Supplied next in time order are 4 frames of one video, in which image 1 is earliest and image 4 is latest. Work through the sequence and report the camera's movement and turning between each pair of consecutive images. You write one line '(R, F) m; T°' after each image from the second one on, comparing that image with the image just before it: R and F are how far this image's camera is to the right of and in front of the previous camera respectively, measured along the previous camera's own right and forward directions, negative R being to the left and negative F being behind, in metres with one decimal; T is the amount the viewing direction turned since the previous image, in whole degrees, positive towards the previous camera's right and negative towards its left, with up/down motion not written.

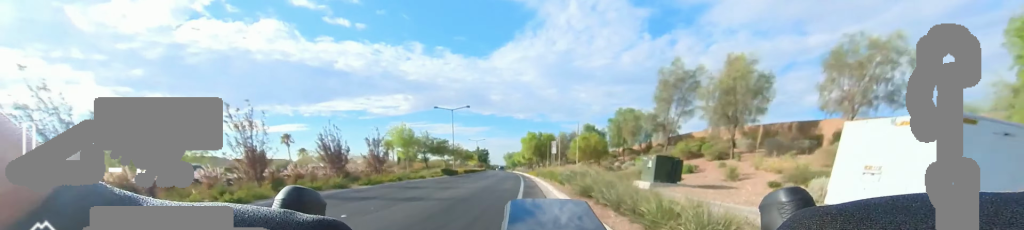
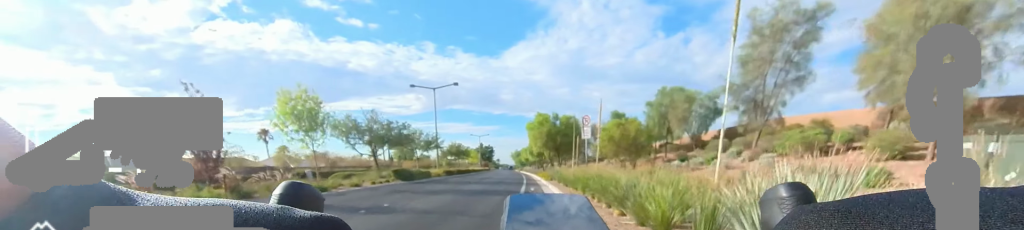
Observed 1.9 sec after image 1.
(0.0, +13.2) m; 0°
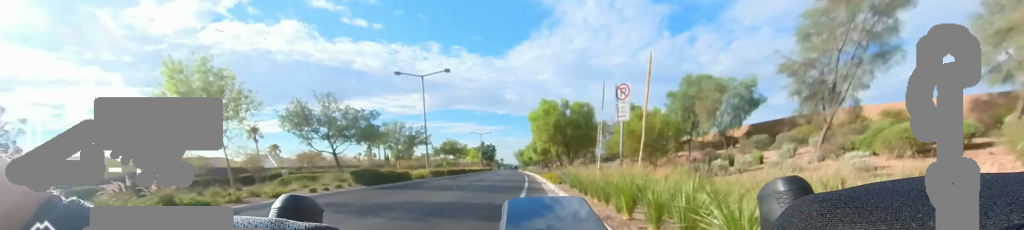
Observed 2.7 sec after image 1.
(0.0, +5.0) m; -3°
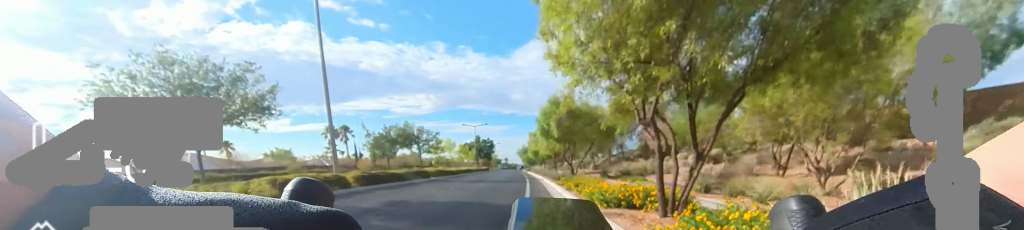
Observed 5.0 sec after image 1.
(-1.3, +16.3) m; 0°
